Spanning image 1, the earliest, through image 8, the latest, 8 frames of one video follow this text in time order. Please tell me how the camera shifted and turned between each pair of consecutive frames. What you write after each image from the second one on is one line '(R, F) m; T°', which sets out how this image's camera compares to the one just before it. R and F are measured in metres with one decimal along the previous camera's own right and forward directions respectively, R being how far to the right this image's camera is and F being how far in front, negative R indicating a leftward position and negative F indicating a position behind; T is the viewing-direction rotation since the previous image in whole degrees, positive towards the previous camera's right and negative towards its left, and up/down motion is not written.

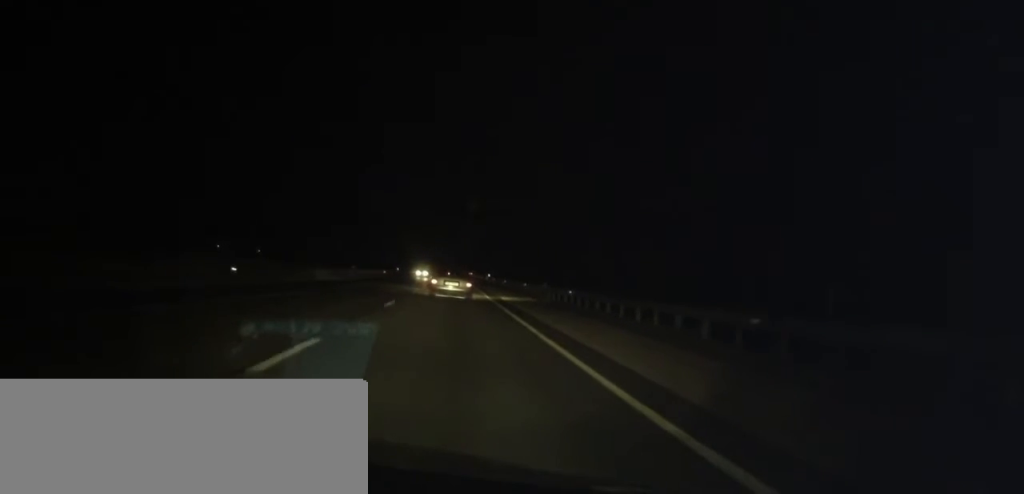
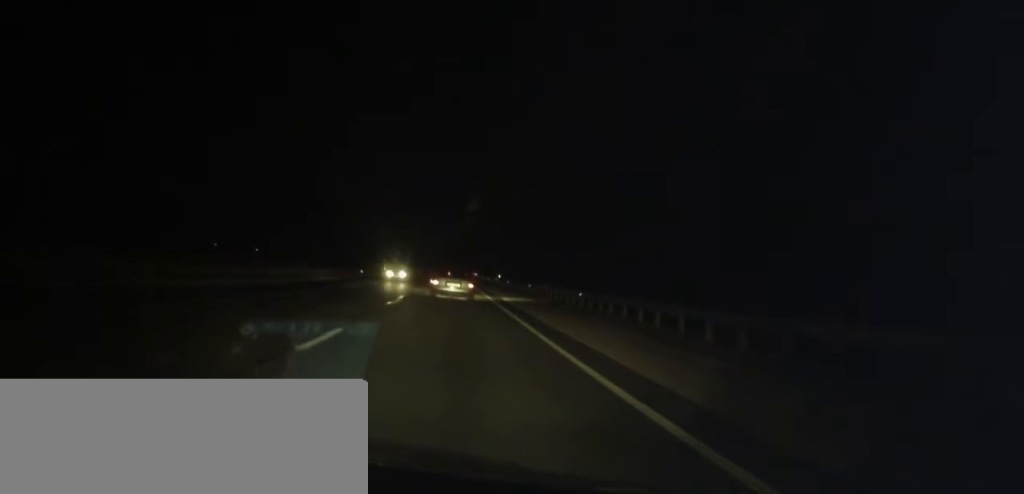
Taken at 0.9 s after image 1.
(0.0, +22.2) m; 0°
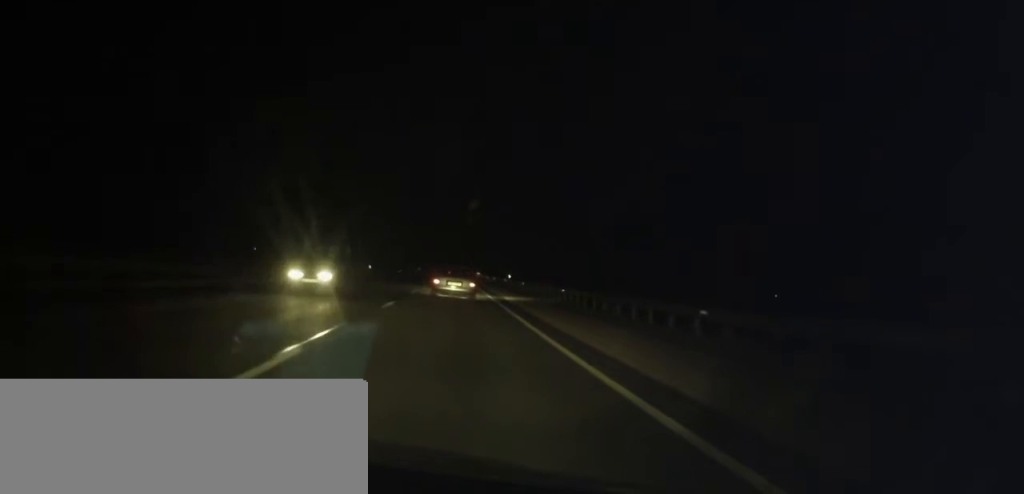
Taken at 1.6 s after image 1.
(+0.2, +15.1) m; 0°
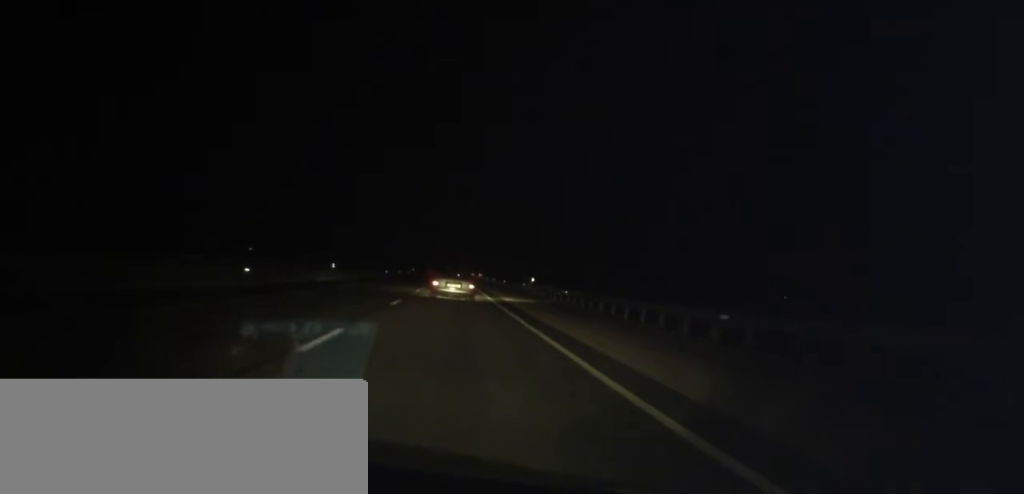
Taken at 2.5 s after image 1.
(-0.1, +21.4) m; -1°
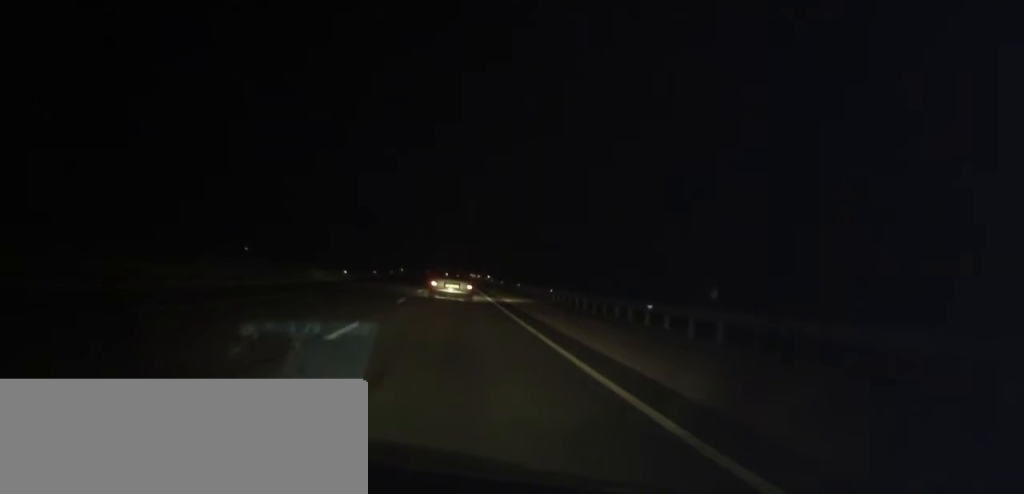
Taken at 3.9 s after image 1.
(-0.2, +34.6) m; 0°
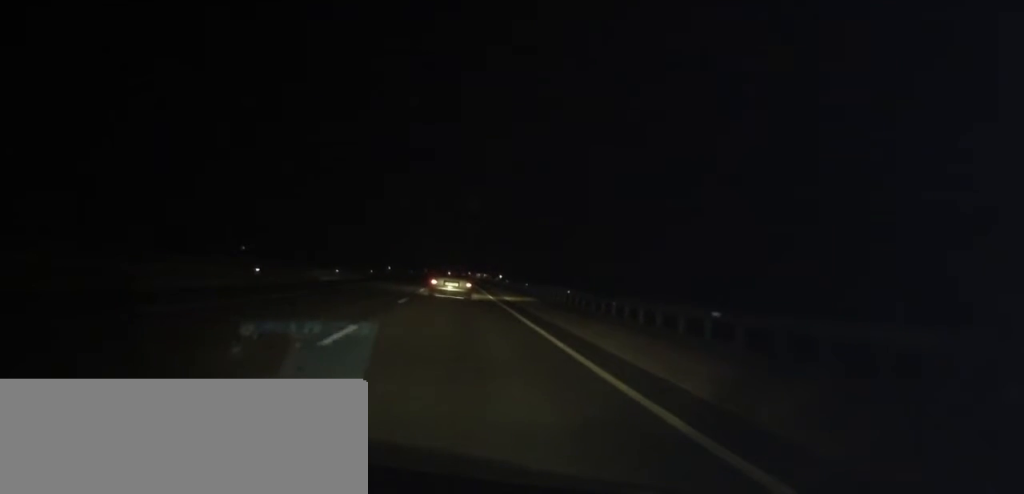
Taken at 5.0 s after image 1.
(+0.2, +25.0) m; 0°
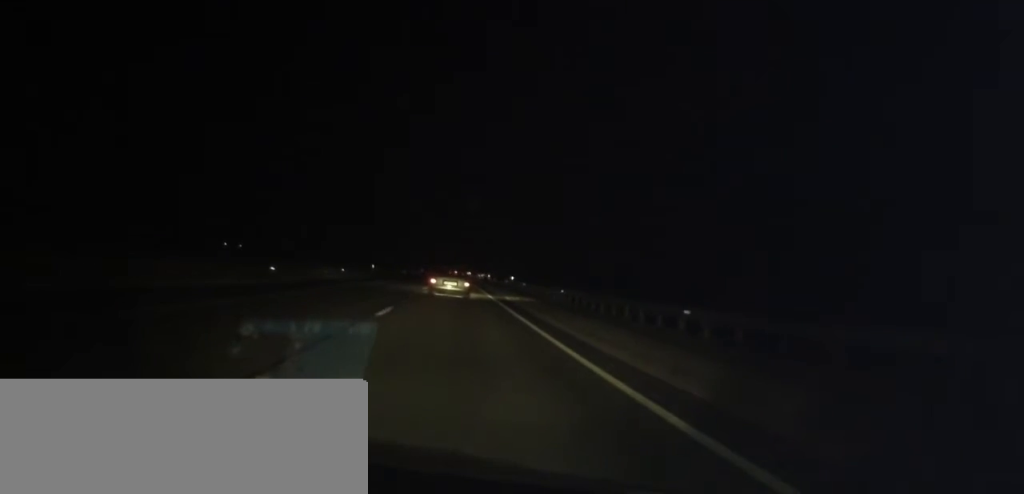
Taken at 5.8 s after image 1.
(+0.1, +17.9) m; 0°
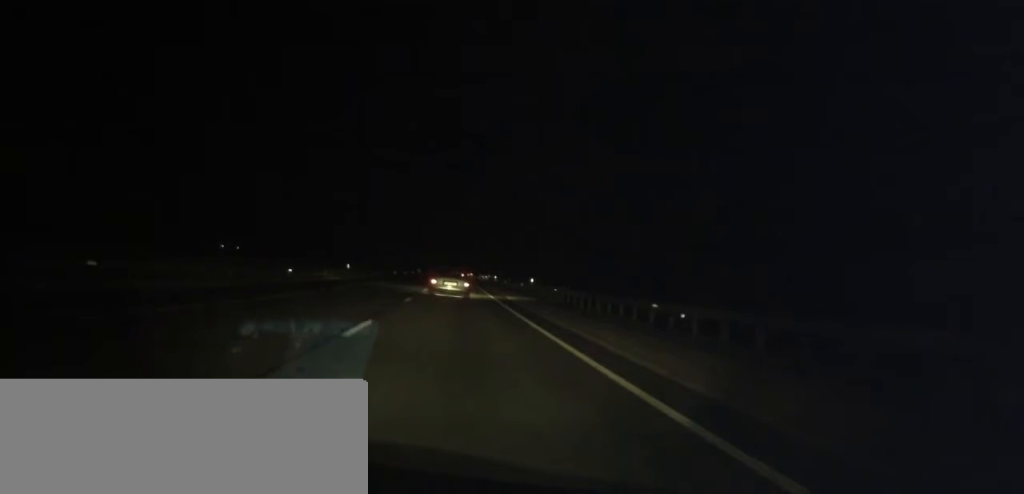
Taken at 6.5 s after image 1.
(-0.2, +17.1) m; -1°
